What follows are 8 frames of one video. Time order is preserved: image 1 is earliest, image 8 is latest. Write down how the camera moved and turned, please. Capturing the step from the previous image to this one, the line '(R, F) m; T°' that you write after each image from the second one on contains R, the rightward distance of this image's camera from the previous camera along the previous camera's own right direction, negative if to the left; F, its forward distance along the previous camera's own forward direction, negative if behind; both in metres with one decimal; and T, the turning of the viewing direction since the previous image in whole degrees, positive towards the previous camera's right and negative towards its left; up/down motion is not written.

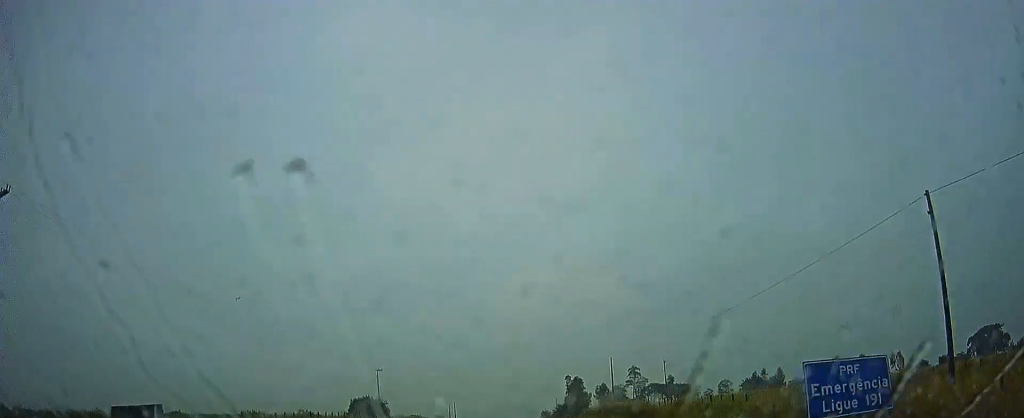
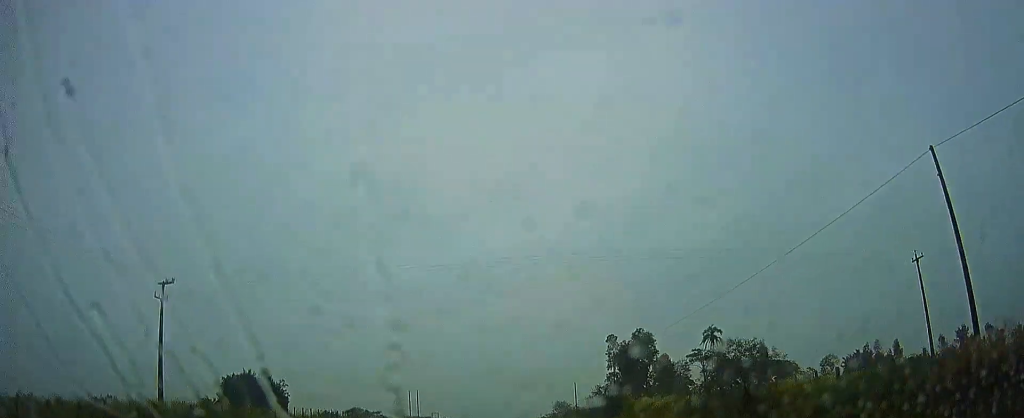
(+0.6, +71.0) m; 0°
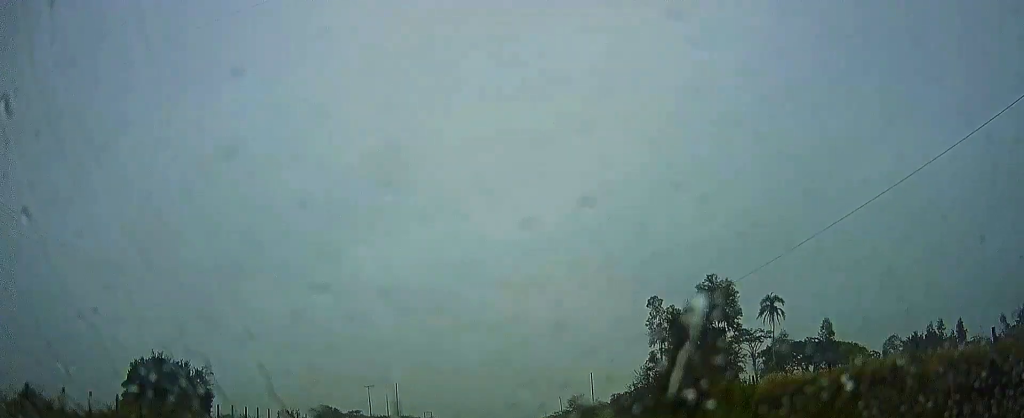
(-0.1, +24.9) m; 0°
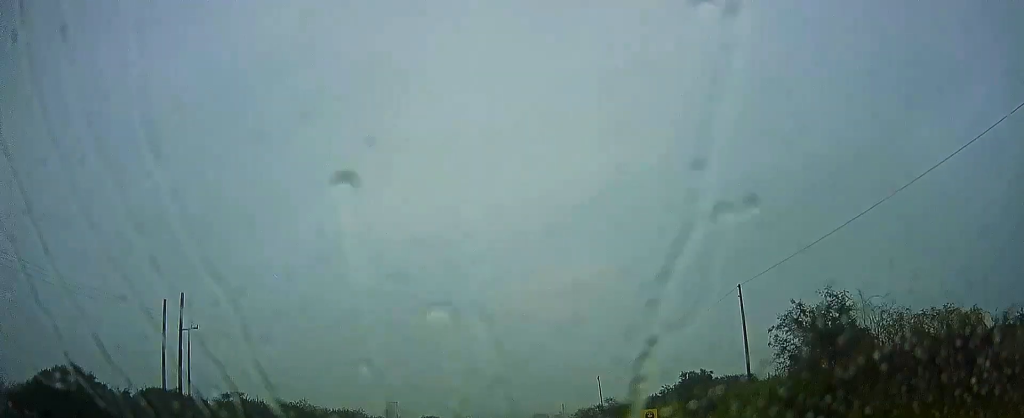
(+0.2, +69.7) m; 0°
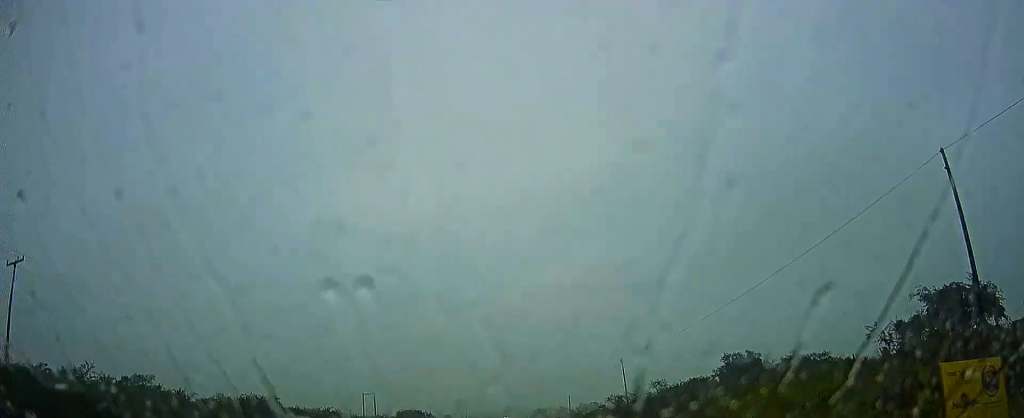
(0.0, +22.5) m; 0°
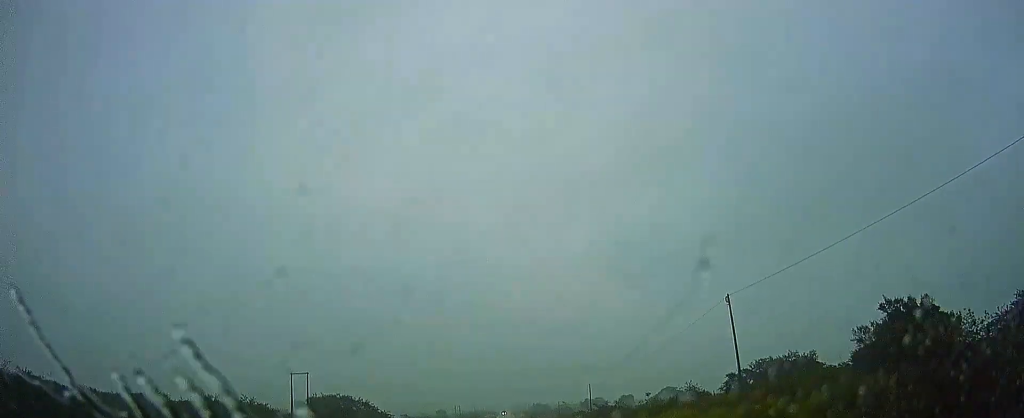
(-0.2, +40.4) m; 0°
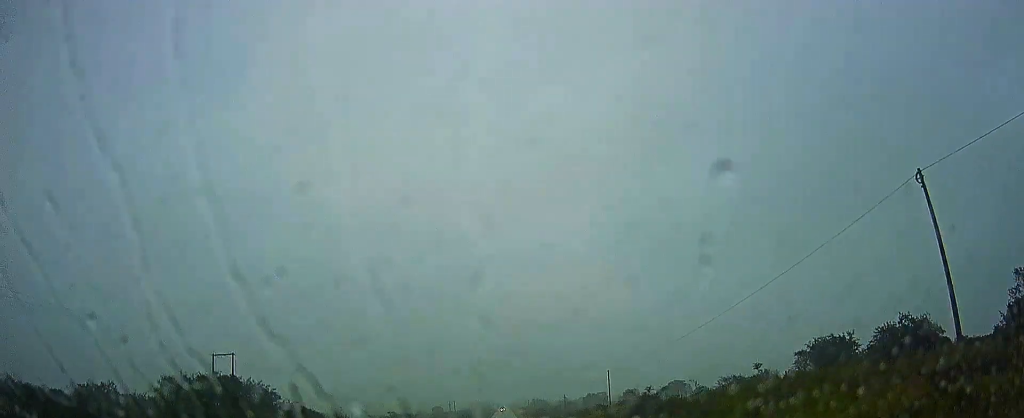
(+0.1, +22.6) m; 0°
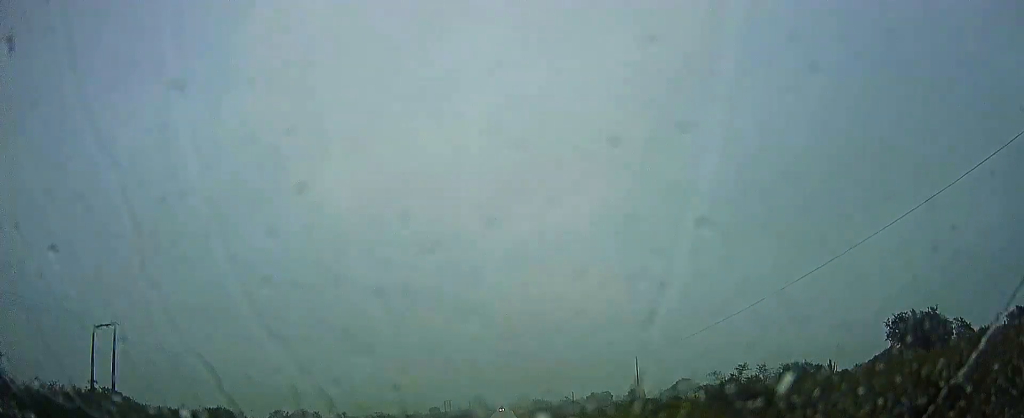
(+0.1, +20.4) m; 0°
